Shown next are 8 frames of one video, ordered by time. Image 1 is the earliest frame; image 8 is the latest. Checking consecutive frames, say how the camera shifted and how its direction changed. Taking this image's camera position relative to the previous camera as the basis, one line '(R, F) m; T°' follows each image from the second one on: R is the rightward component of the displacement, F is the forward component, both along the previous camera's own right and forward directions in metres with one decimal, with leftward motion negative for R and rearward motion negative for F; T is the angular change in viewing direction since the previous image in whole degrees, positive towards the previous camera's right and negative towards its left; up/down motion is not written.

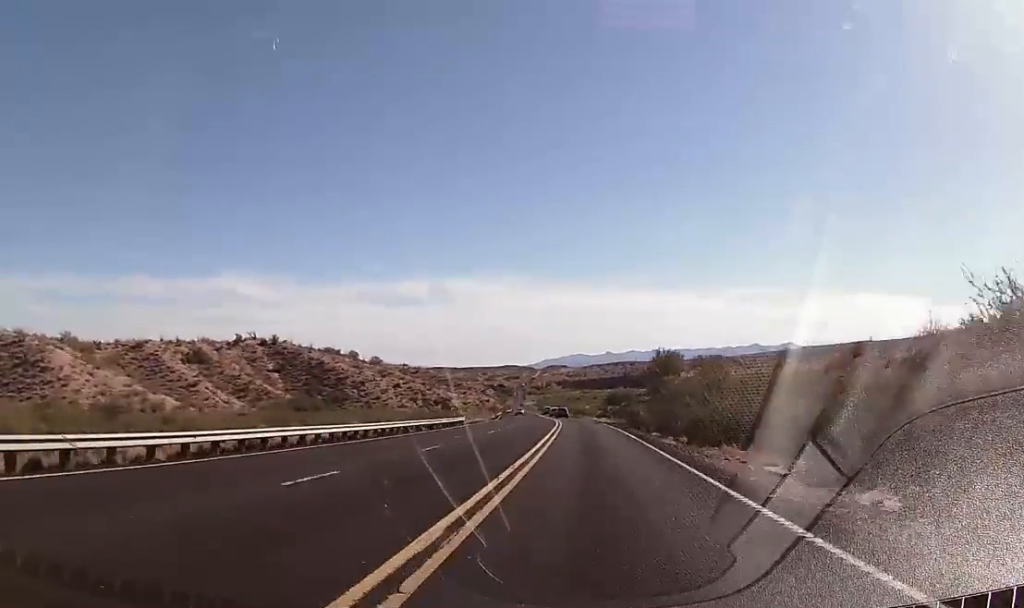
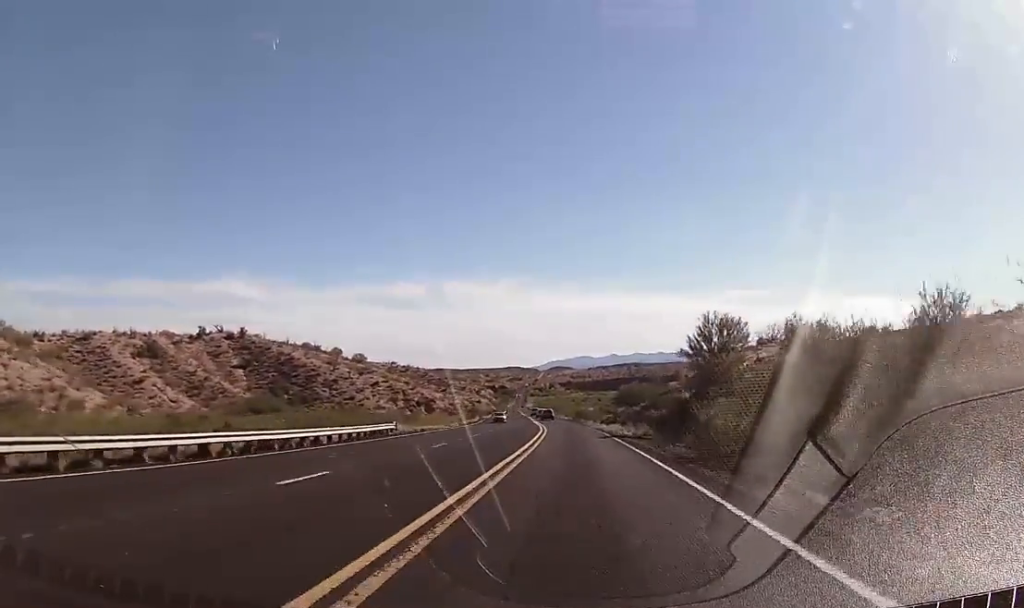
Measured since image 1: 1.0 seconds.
(+0.3, +30.5) m; +1°
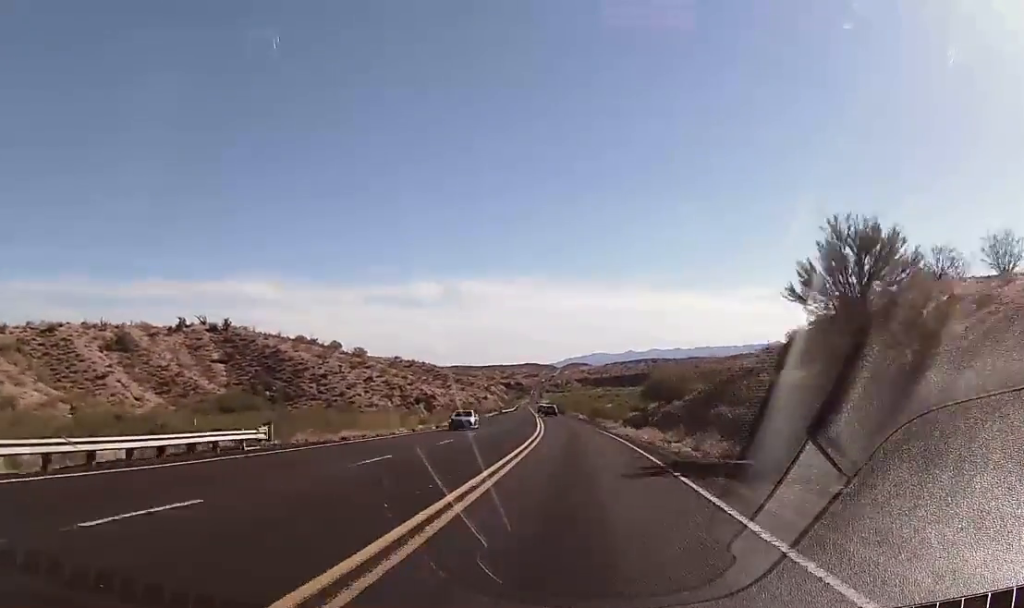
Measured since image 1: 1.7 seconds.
(+0.3, +23.3) m; -1°
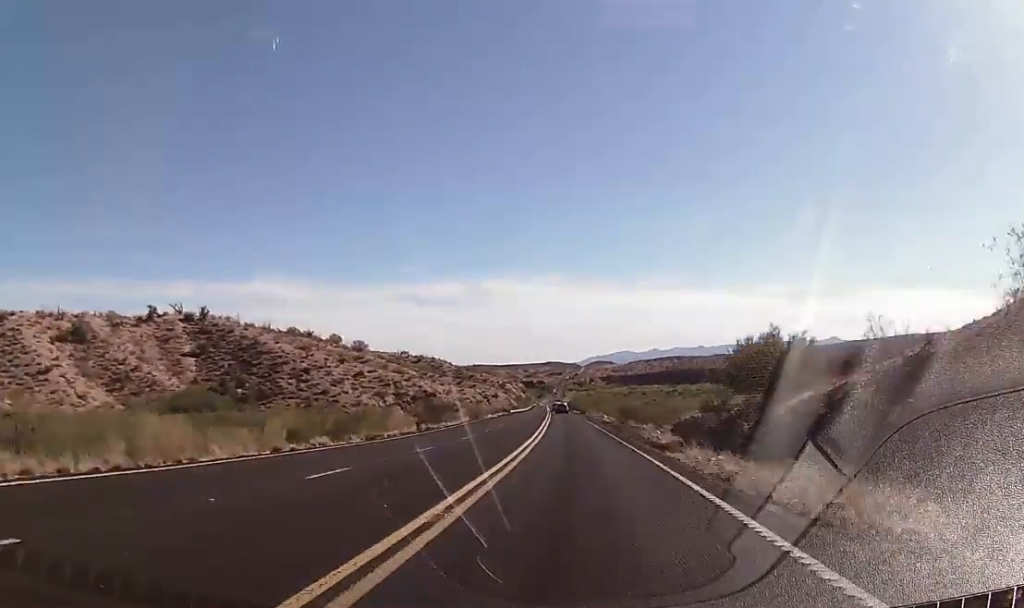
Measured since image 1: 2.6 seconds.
(-0.7, +28.5) m; -3°
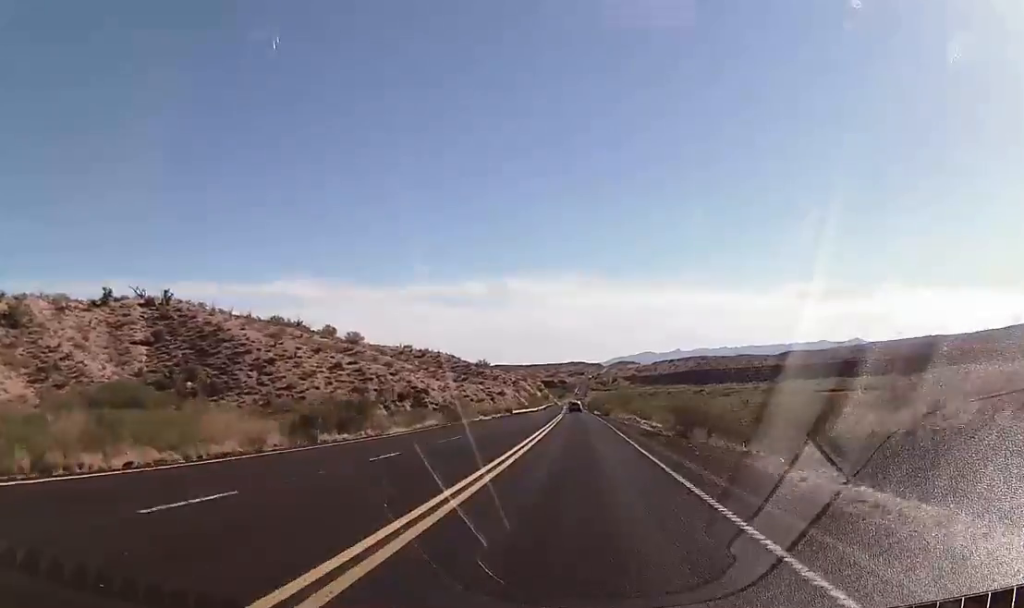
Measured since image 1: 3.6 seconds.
(-0.9, +30.6) m; -2°
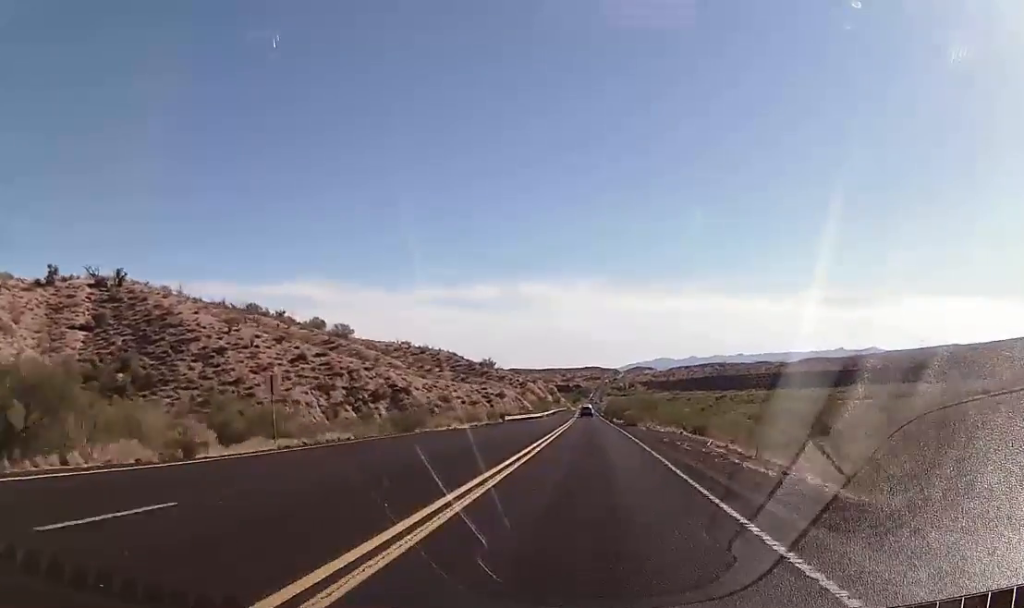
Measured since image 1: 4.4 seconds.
(-0.1, +26.5) m; -1°
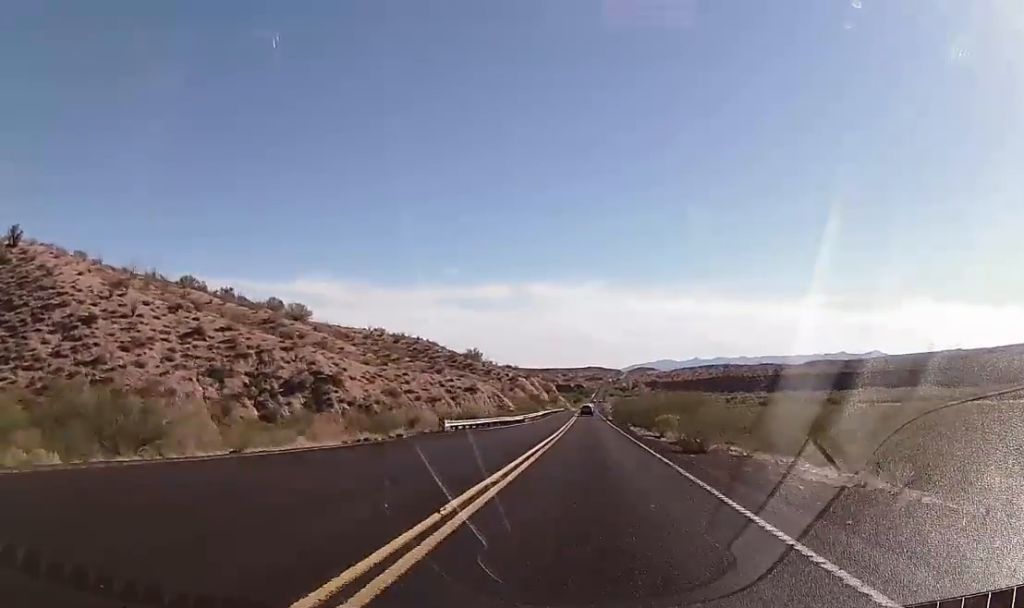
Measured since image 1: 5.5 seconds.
(-0.3, +34.9) m; -1°
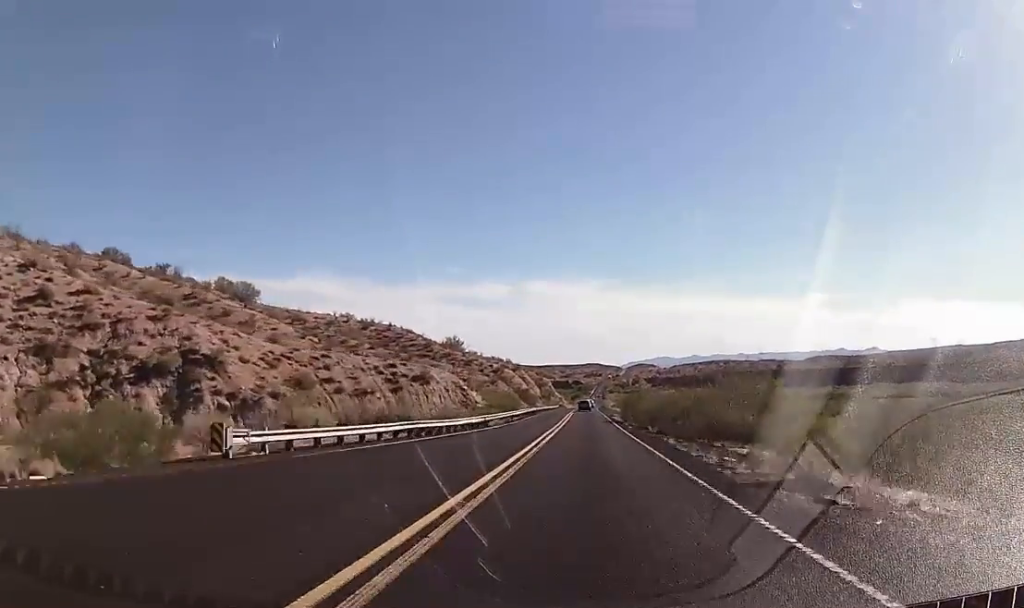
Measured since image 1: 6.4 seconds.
(0.0, +28.5) m; 0°
